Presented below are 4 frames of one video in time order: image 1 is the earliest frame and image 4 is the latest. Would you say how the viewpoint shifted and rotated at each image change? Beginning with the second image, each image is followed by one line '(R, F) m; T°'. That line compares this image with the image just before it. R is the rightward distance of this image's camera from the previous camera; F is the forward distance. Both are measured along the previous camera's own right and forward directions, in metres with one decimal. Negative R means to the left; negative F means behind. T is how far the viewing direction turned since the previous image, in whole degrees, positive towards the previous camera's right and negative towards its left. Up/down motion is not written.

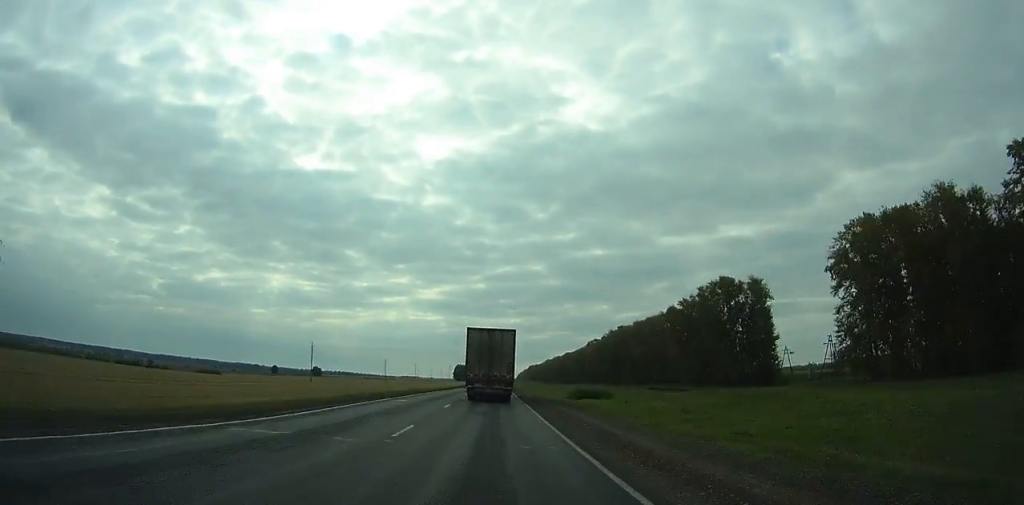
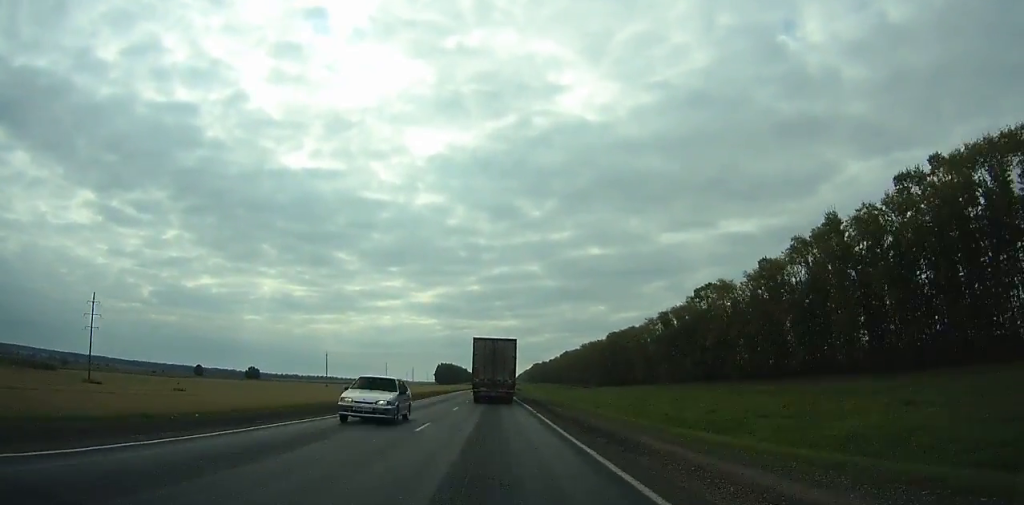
(+1.6, +176.8) m; +1°
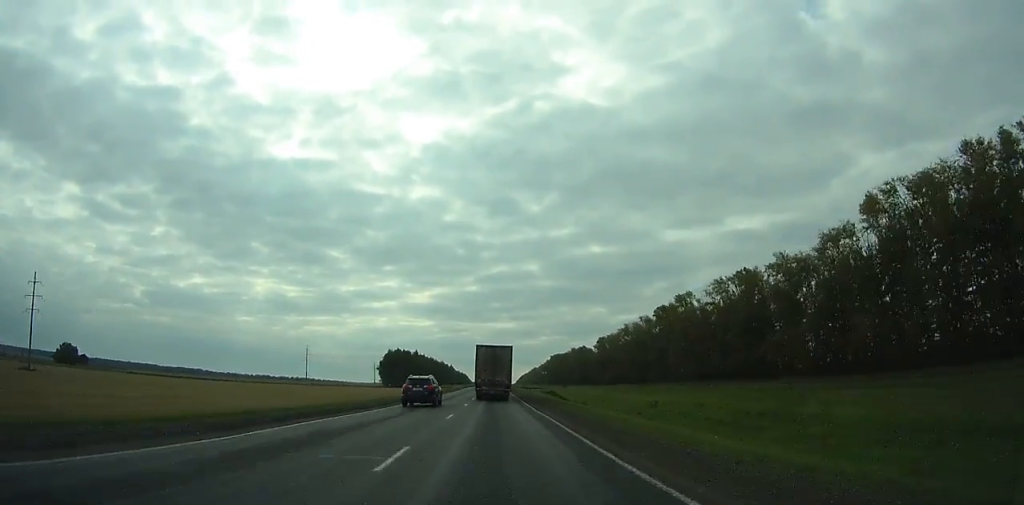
(-1.3, +246.3) m; 0°
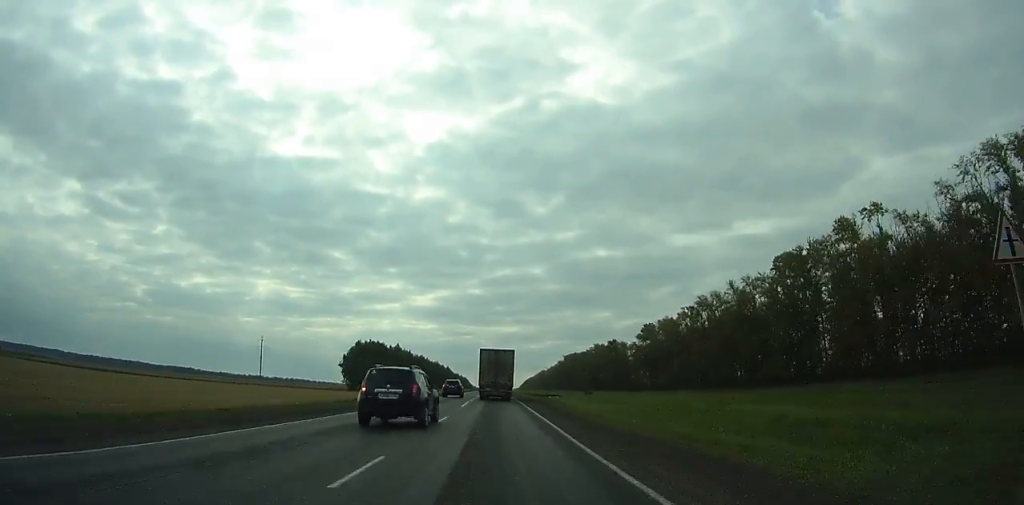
(+0.4, +74.1) m; 0°
